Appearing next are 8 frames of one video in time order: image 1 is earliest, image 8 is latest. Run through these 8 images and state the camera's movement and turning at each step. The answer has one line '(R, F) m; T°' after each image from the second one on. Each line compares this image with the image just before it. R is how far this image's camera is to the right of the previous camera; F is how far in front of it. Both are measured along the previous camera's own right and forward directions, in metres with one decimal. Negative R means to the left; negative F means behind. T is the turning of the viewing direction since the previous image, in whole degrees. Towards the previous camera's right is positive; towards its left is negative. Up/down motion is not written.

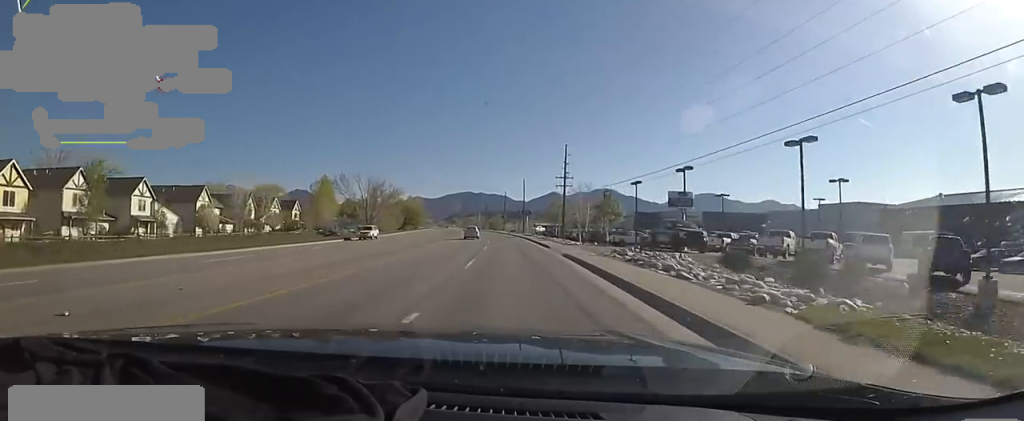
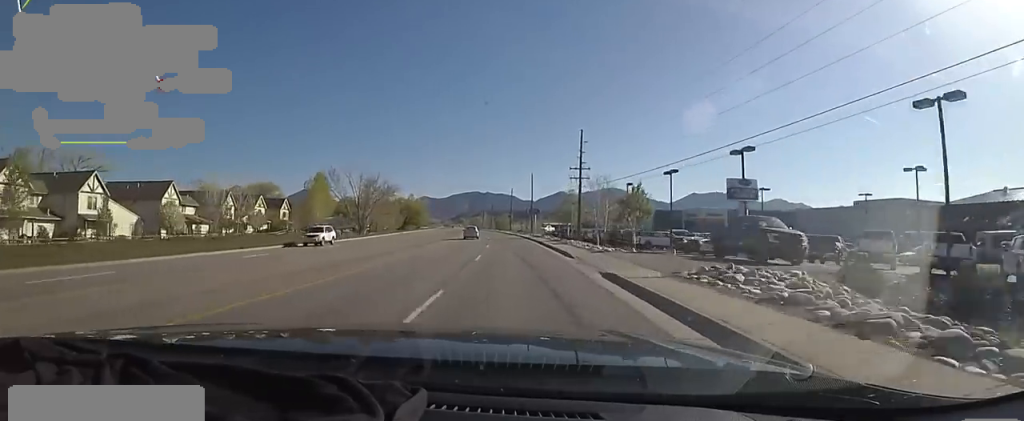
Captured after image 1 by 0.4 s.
(0.0, +9.3) m; 0°
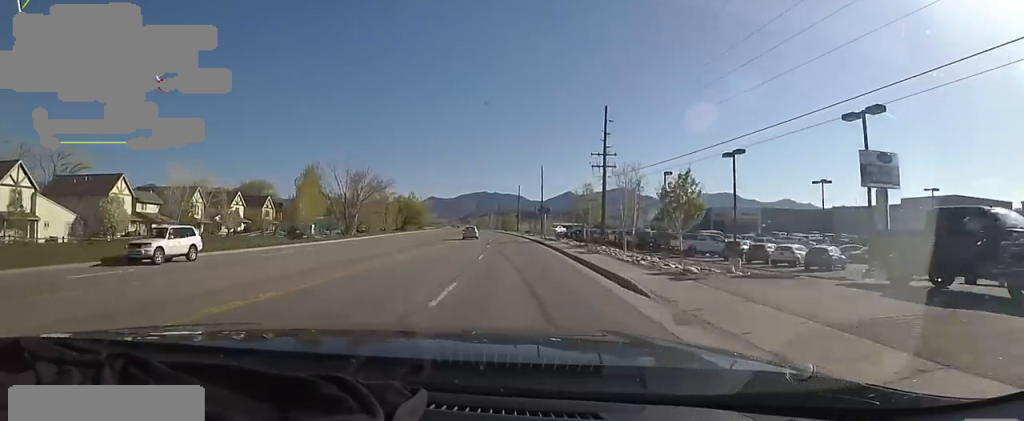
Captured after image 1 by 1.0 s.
(0.0, +11.6) m; -1°
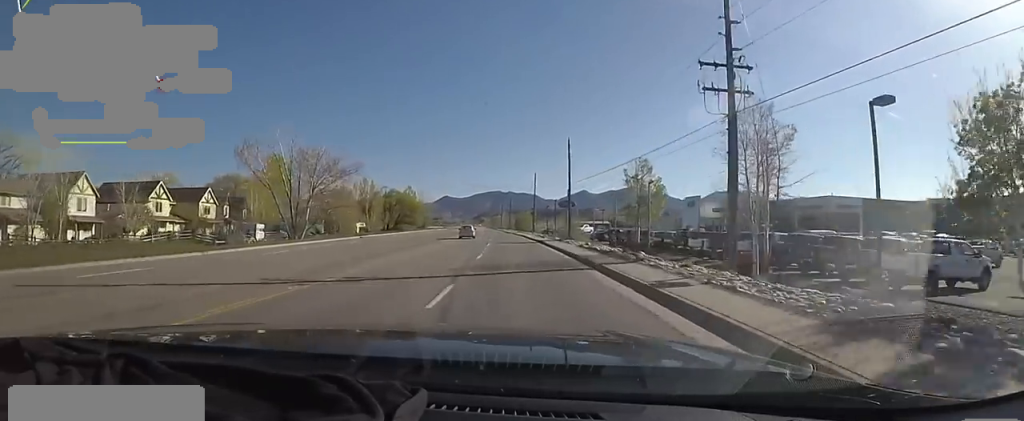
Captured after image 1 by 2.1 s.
(-0.5, +24.2) m; -4°
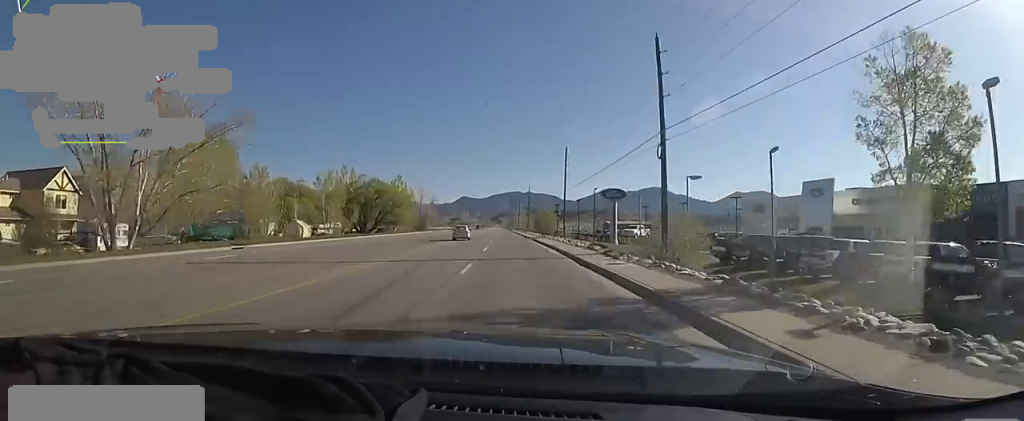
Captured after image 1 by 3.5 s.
(-0.9, +31.1) m; 0°
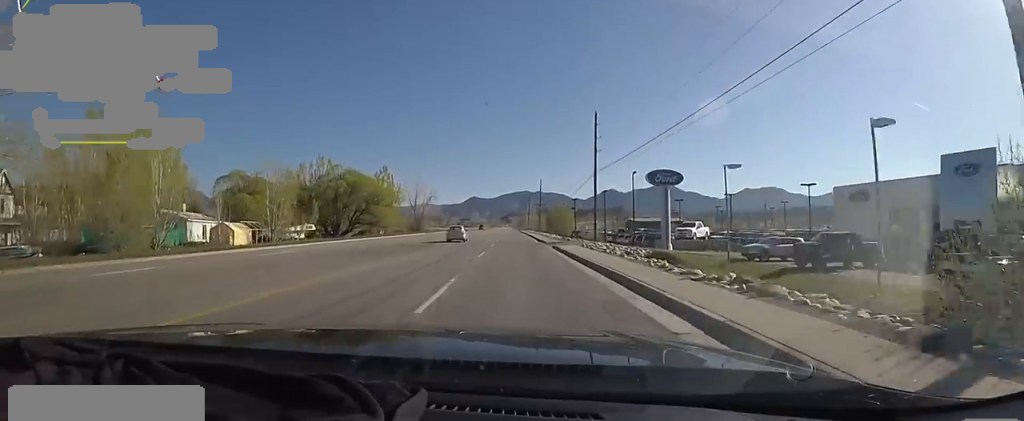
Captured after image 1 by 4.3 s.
(+1.3, +18.4) m; 0°
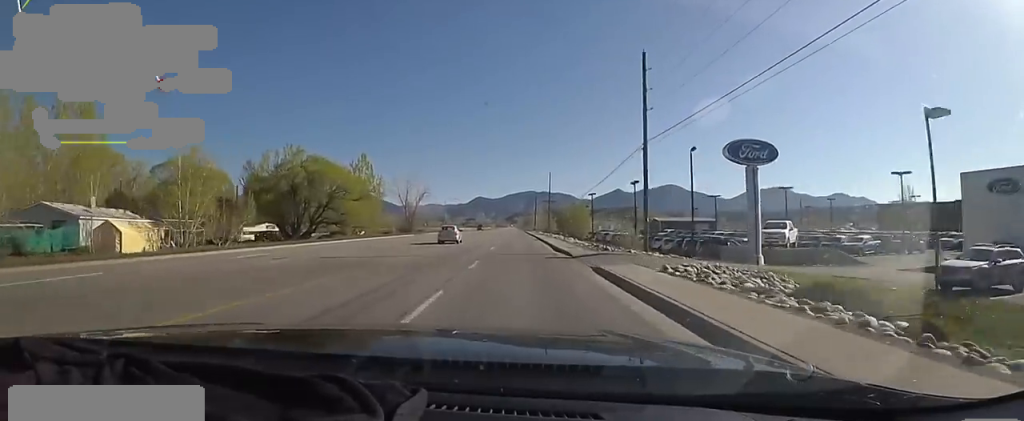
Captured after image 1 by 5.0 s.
(-1.1, +15.6) m; -3°
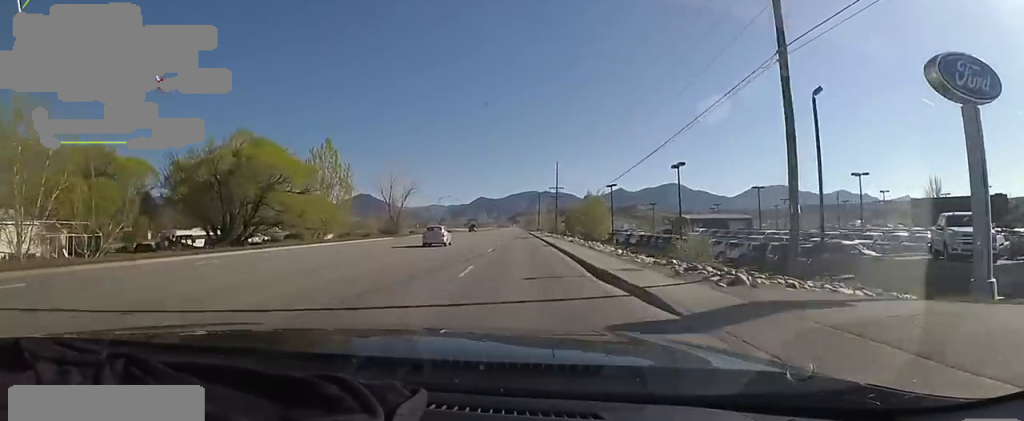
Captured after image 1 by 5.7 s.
(-0.3, +15.0) m; -1°
